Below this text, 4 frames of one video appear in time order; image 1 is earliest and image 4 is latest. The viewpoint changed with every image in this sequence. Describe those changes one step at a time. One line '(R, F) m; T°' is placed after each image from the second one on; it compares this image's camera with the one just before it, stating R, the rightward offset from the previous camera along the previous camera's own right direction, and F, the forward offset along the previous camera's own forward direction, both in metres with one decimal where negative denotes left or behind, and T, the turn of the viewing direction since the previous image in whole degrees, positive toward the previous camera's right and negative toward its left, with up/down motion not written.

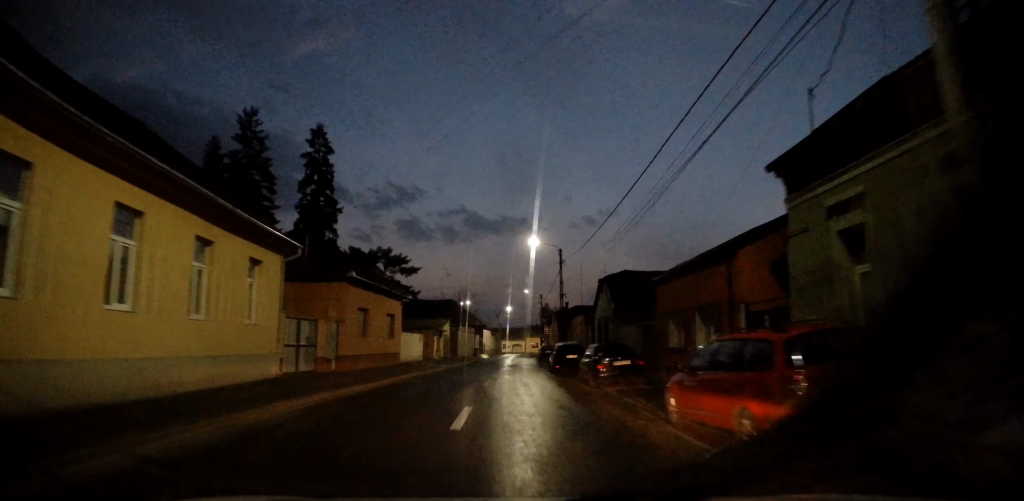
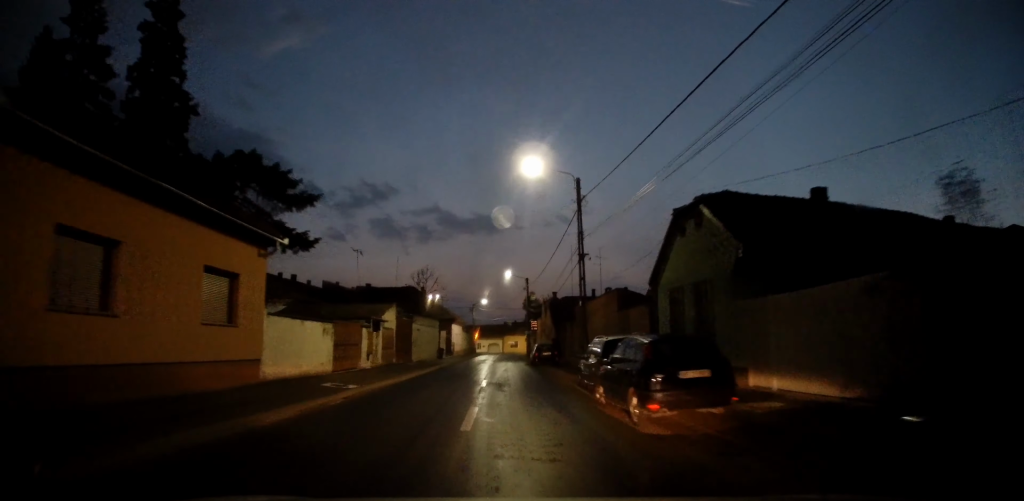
(0.0, +17.0) m; +3°
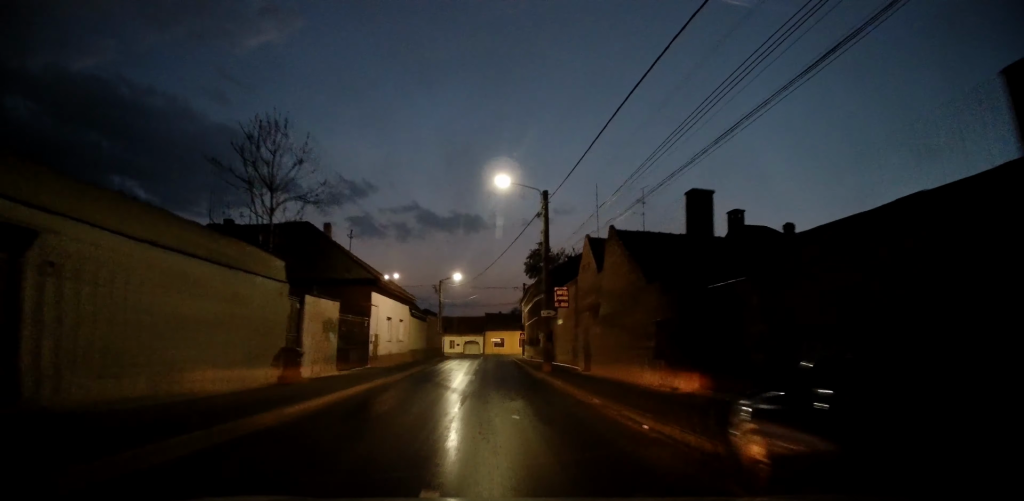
(+0.9, +32.6) m; +2°
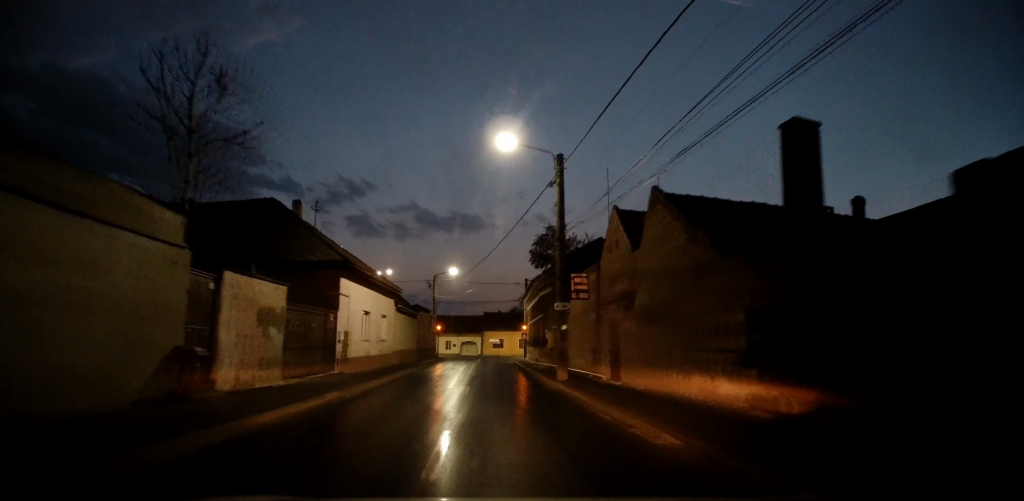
(+0.2, +5.3) m; +1°
